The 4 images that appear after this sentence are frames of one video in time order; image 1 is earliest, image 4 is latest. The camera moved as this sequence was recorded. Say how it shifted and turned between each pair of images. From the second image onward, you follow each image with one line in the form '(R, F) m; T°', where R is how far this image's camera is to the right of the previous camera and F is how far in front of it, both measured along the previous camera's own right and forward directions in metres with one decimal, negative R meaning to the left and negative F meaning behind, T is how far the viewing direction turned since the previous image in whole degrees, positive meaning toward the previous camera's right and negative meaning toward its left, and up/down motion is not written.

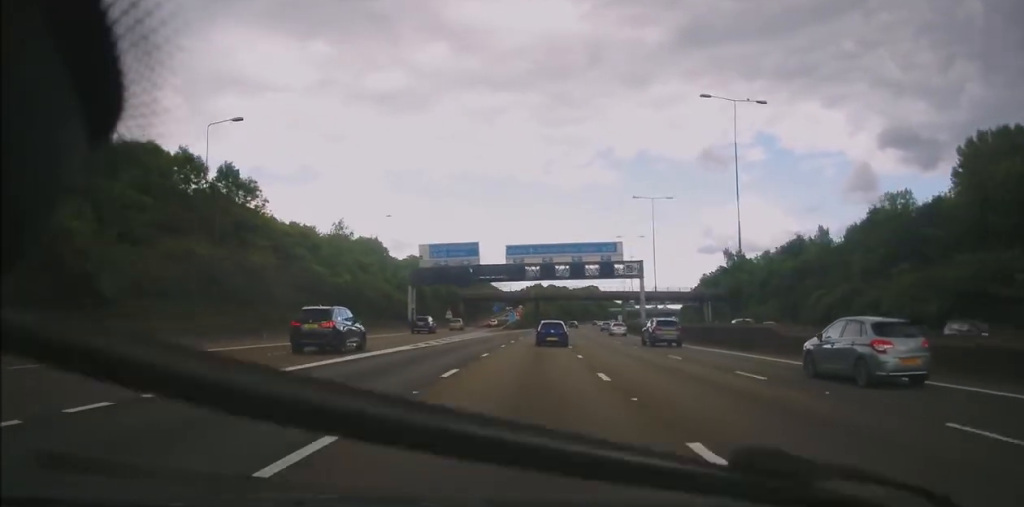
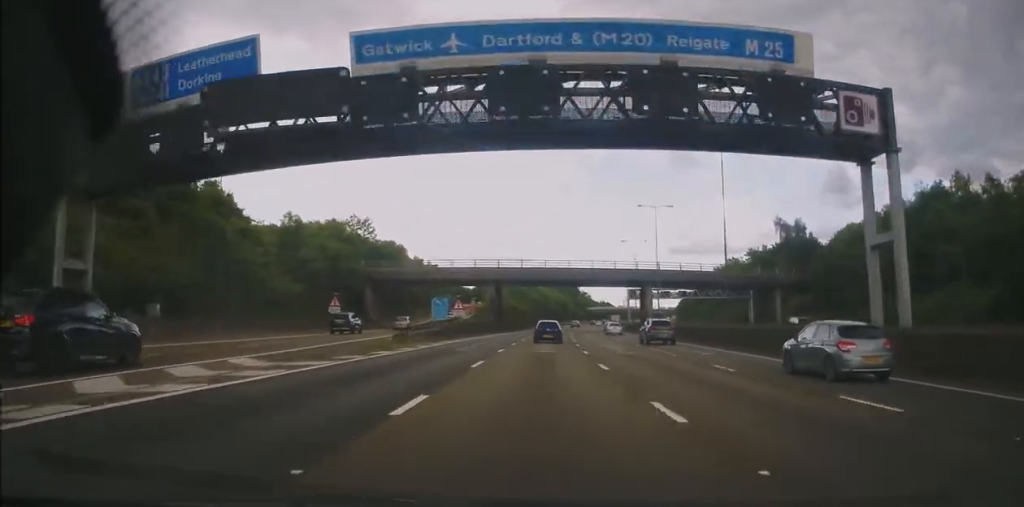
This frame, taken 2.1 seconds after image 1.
(+1.6, +57.8) m; +3°
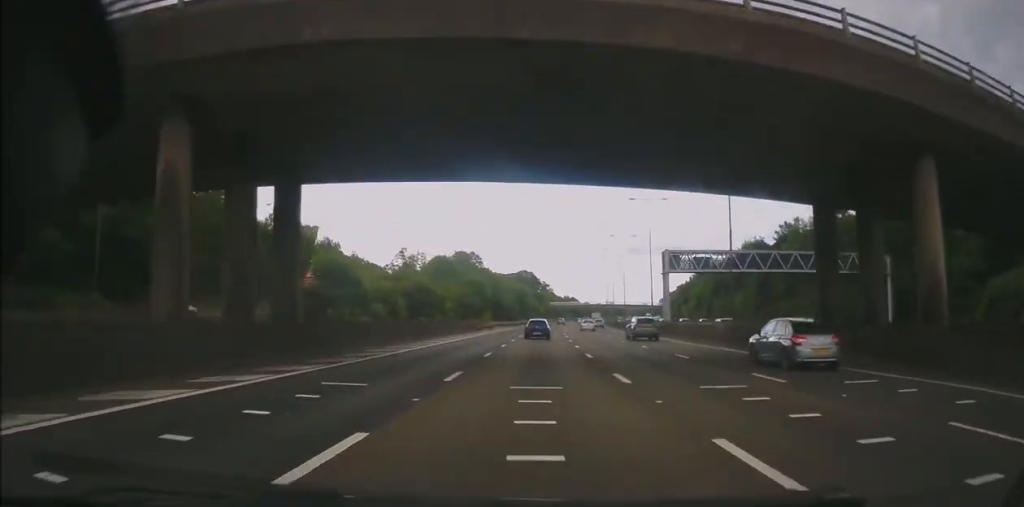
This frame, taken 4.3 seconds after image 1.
(+2.3, +64.6) m; +4°
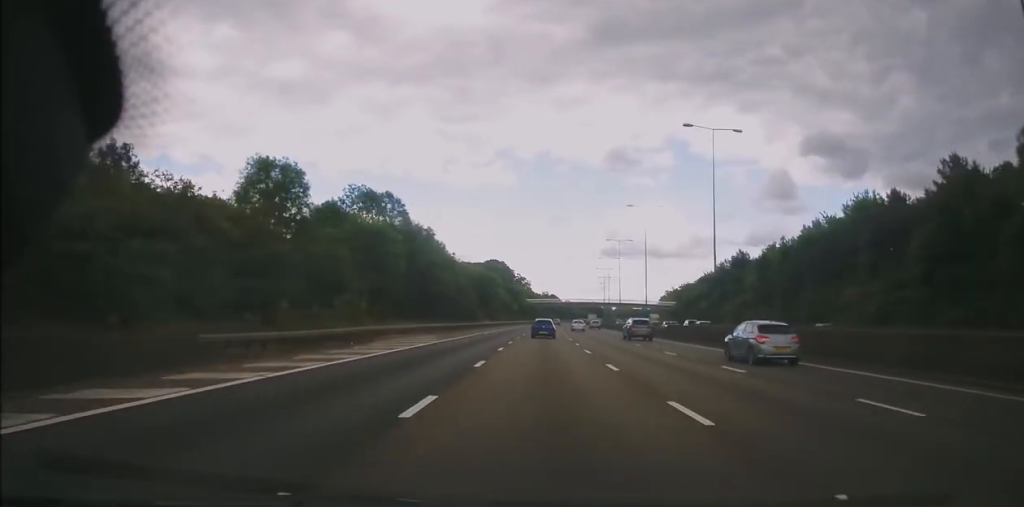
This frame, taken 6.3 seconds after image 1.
(+1.2, +58.2) m; +2°
